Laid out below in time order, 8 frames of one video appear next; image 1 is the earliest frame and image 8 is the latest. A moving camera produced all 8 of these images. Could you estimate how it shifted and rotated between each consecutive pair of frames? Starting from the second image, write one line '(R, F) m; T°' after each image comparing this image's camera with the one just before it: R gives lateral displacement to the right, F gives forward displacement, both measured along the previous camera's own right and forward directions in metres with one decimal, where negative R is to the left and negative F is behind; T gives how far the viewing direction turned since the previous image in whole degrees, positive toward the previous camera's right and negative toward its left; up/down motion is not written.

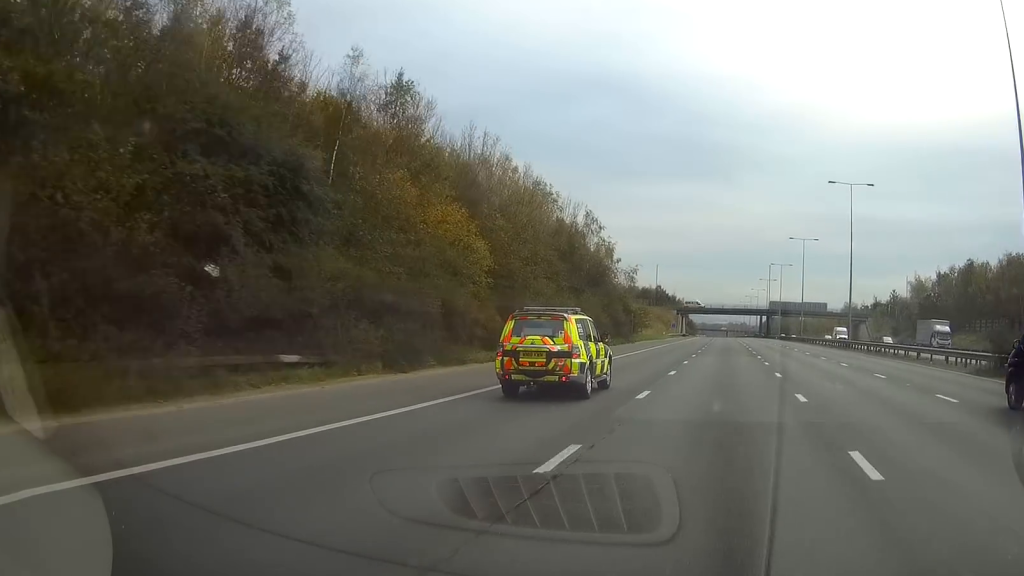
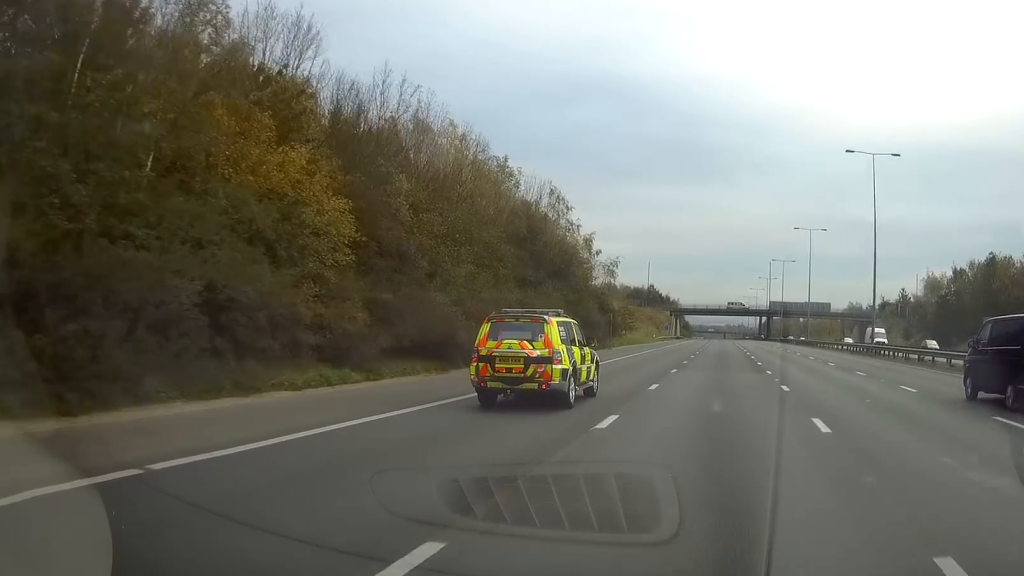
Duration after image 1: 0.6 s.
(0.0, +14.2) m; 0°
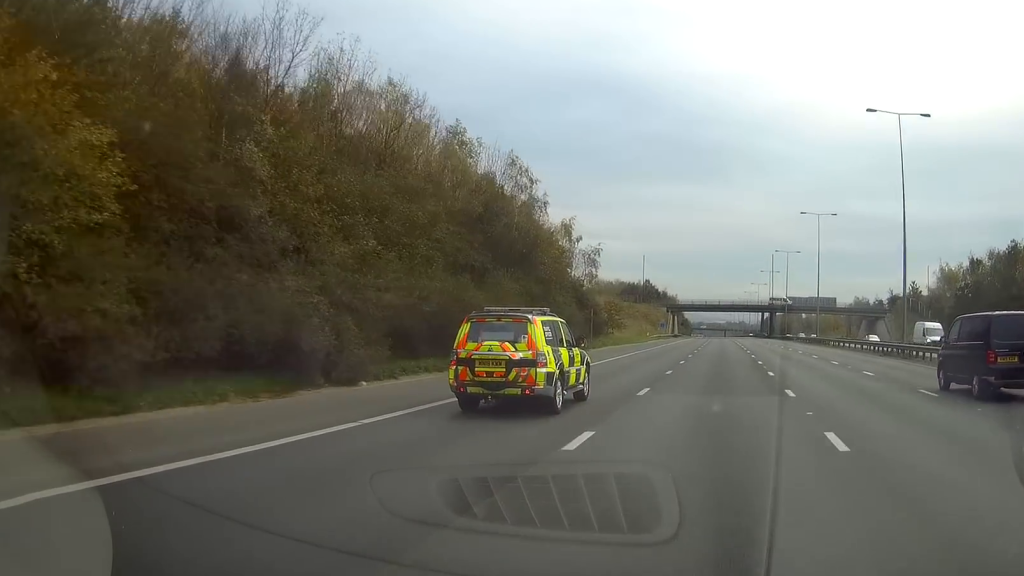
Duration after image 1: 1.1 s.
(0.0, +11.0) m; 0°
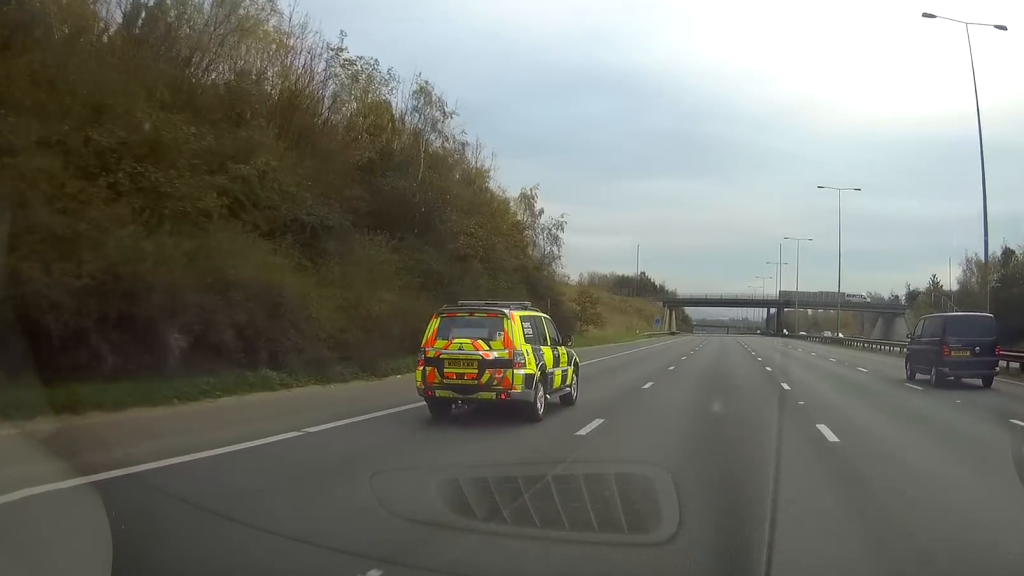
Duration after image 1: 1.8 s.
(0.0, +16.5) m; 0°
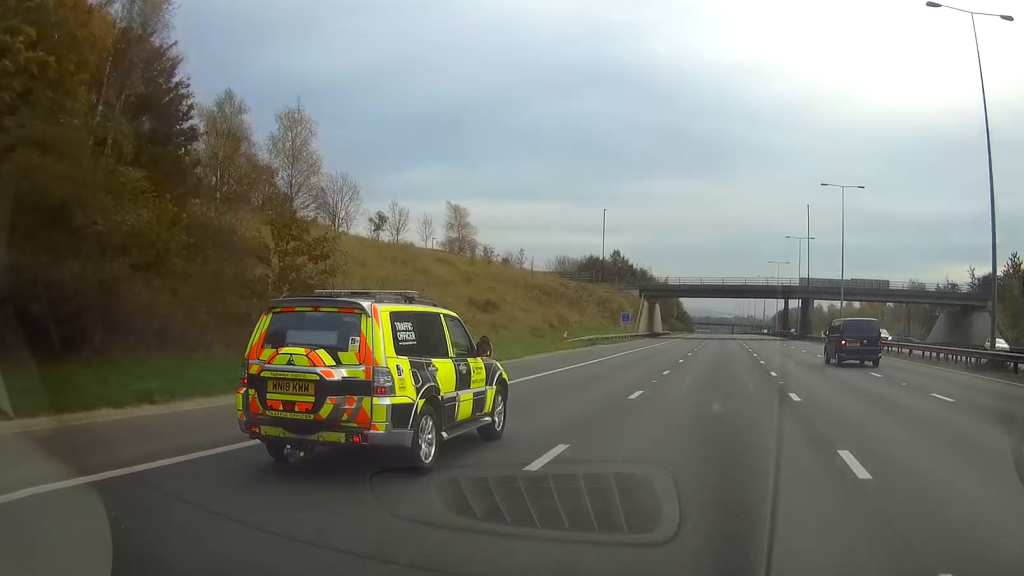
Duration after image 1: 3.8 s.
(-0.1, +48.0) m; 0°
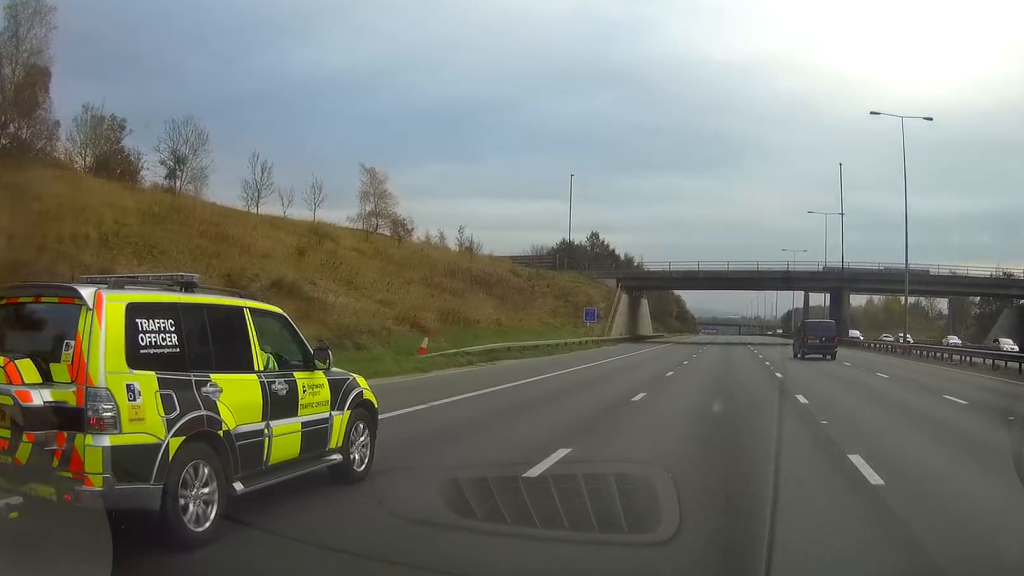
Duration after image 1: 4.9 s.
(-0.1, +27.7) m; -1°
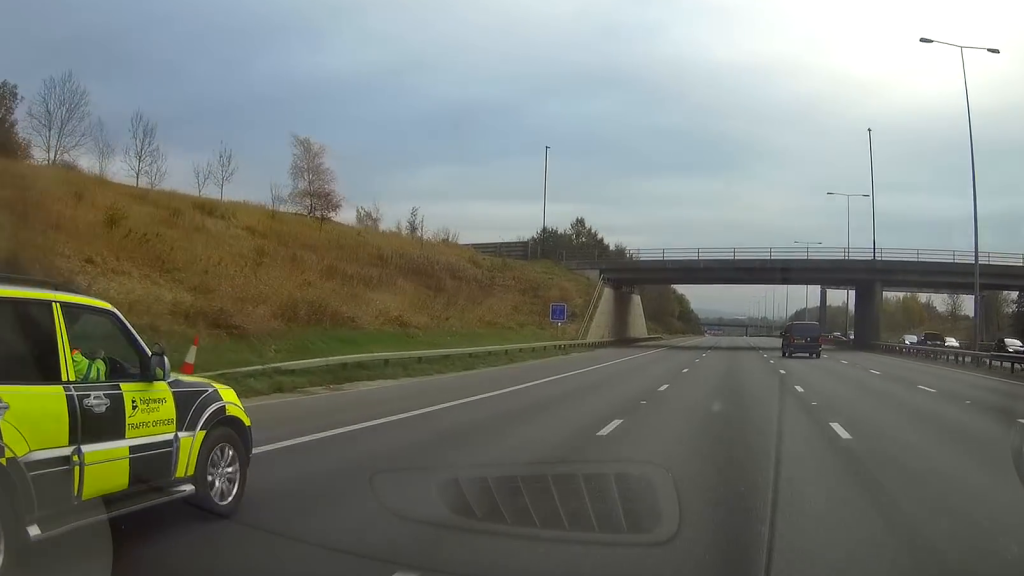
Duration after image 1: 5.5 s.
(-0.1, +14.6) m; 0°
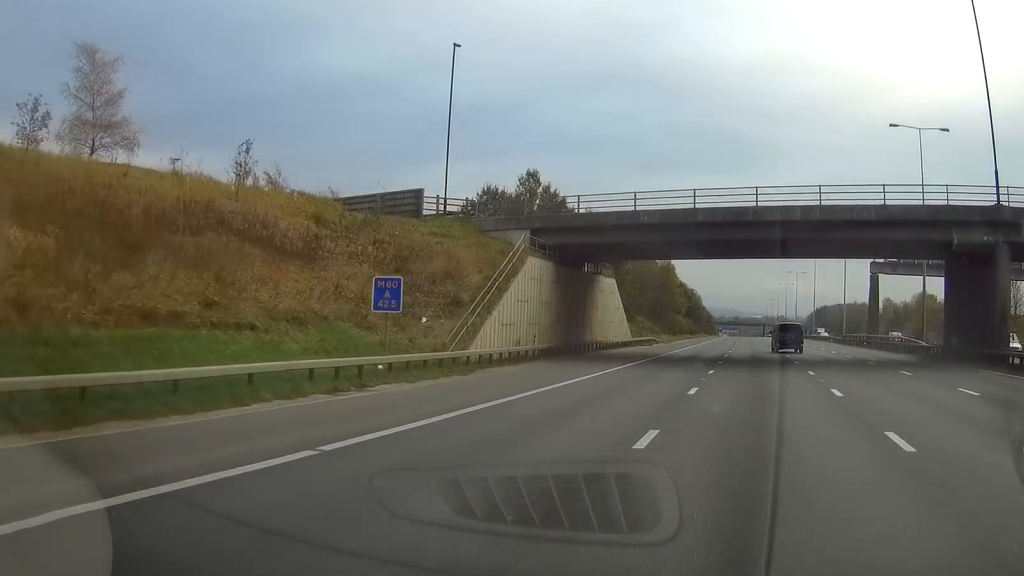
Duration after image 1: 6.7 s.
(-0.1, +28.3) m; 0°
